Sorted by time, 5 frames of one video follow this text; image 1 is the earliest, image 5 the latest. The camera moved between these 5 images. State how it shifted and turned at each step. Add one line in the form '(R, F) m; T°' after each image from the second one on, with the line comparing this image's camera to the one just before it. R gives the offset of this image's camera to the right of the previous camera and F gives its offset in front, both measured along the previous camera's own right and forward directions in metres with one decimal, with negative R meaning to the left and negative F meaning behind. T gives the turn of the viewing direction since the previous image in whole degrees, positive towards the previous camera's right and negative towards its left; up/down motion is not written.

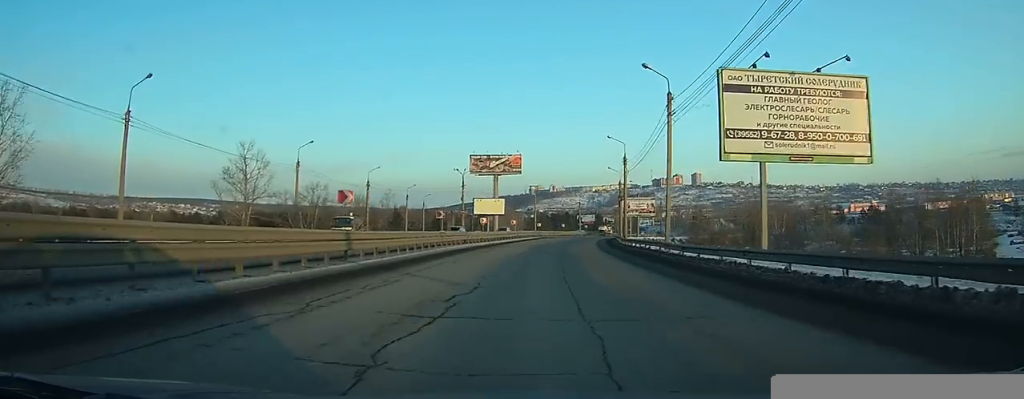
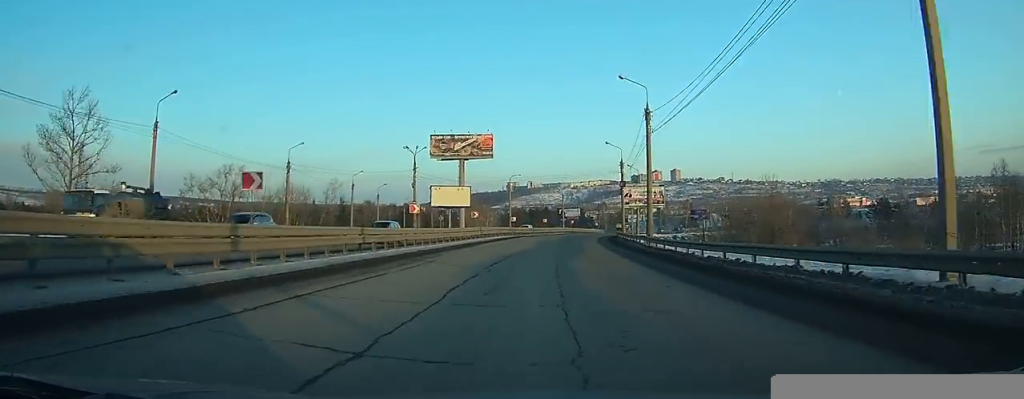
(+0.6, +25.1) m; +2°
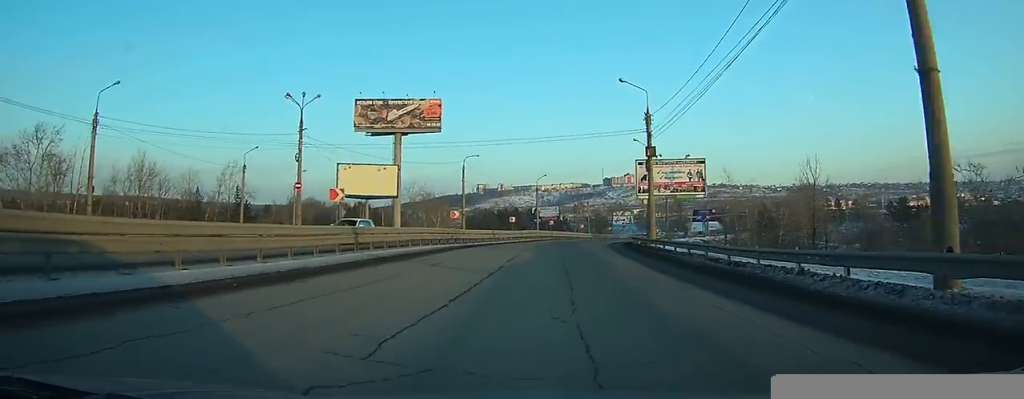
(+0.8, +33.0) m; +3°
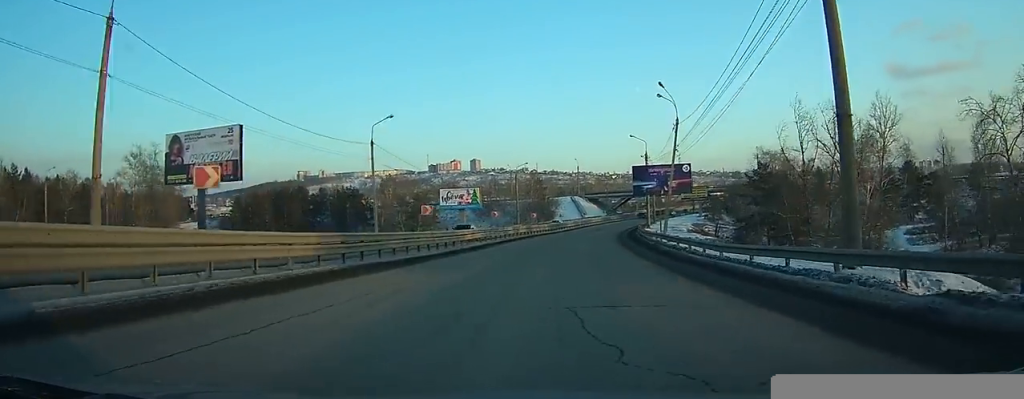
(+7.8, +89.8) m; +13°
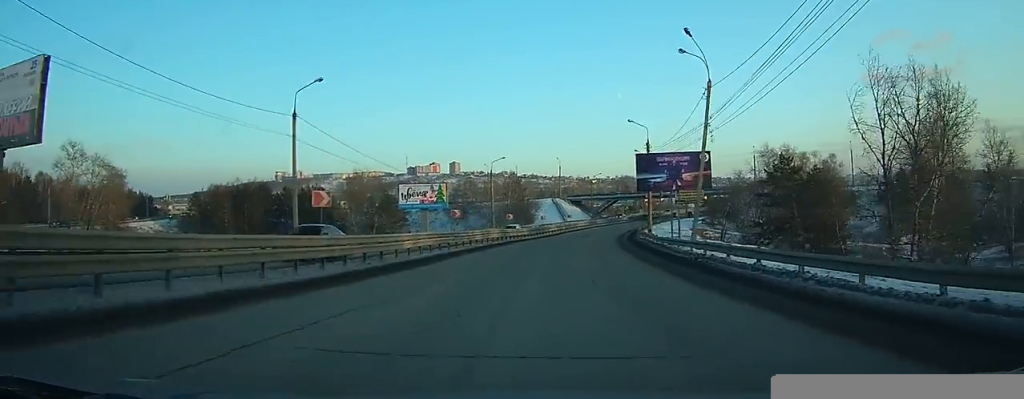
(+0.4, +13.5) m; +3°
